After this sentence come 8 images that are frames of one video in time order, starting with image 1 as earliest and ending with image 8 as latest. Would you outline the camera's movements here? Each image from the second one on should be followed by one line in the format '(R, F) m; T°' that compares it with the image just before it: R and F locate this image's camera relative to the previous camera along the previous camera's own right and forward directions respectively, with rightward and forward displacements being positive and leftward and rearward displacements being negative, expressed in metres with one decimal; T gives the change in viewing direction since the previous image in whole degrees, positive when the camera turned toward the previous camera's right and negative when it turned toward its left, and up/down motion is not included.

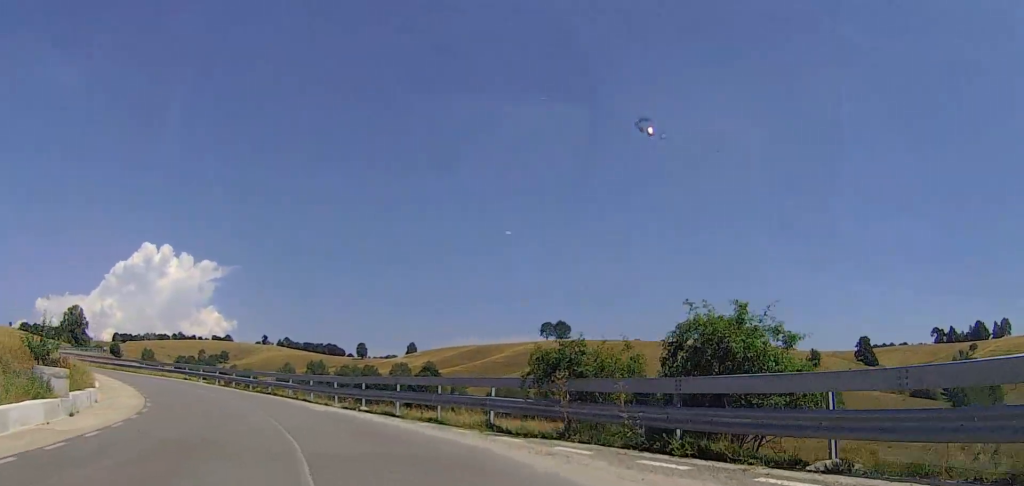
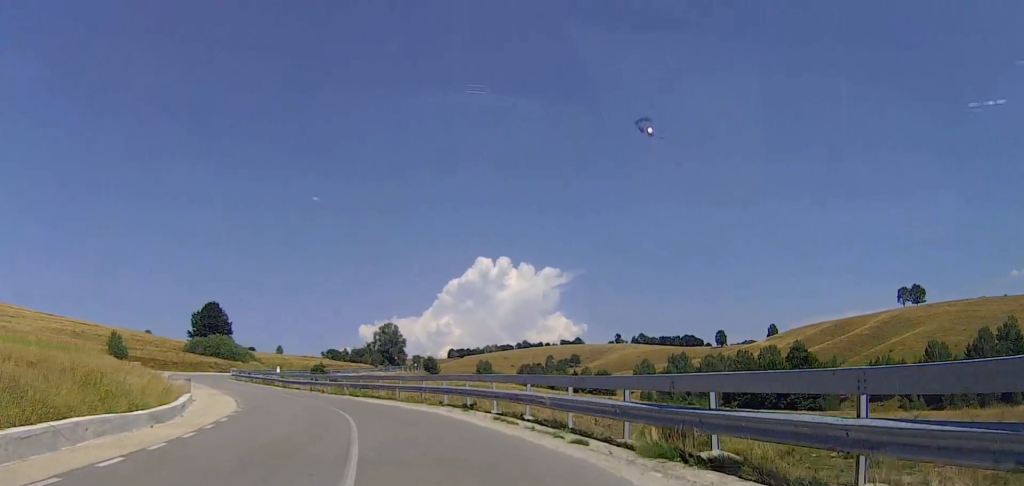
(-9.6, +23.7) m; -32°
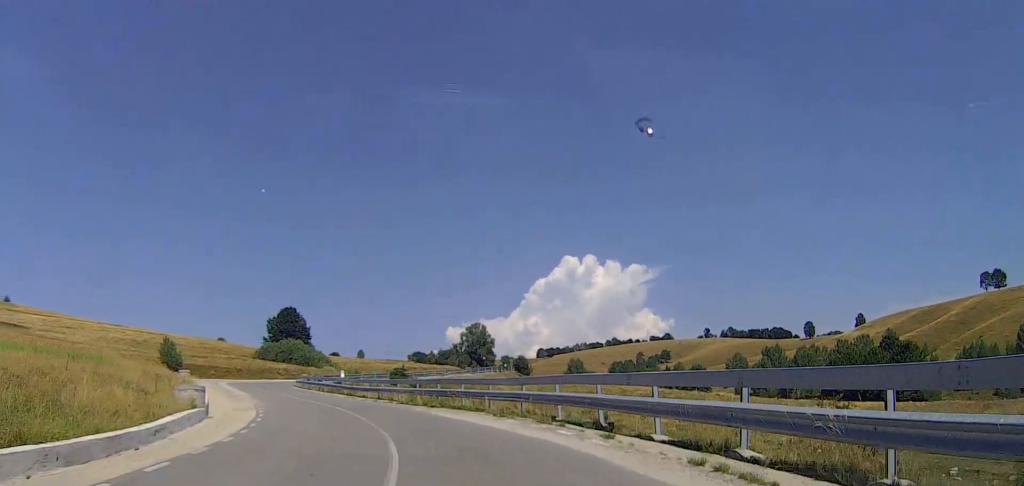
(+0.5, +8.6) m; -5°
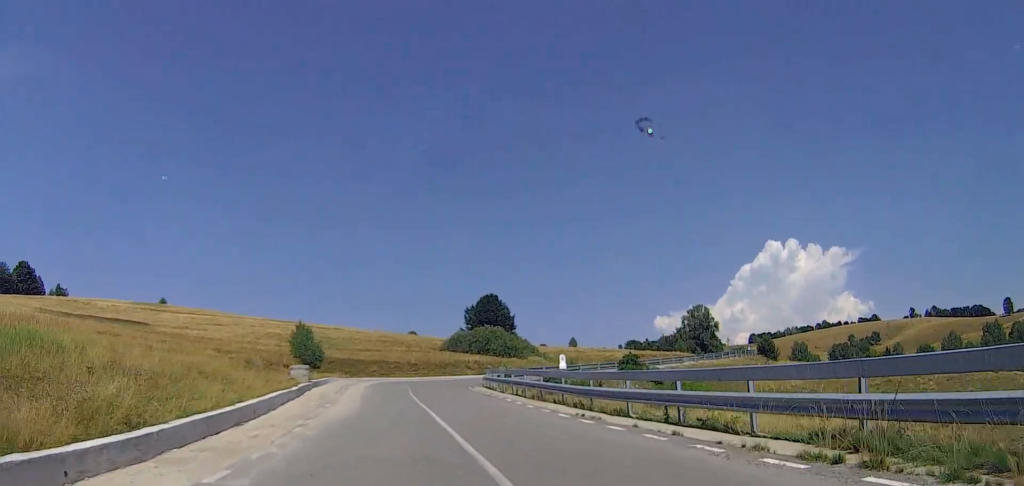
(-4.8, +23.6) m; -21°
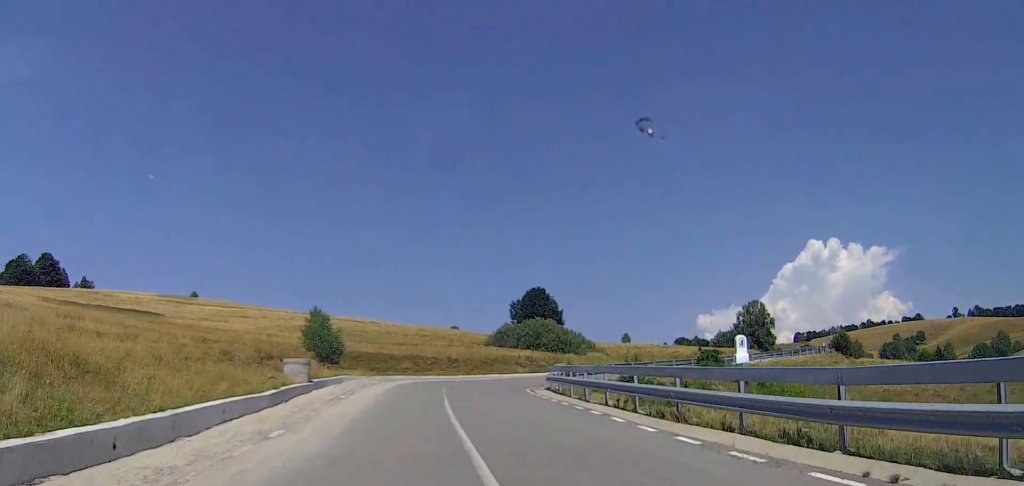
(-0.6, +12.3) m; -3°
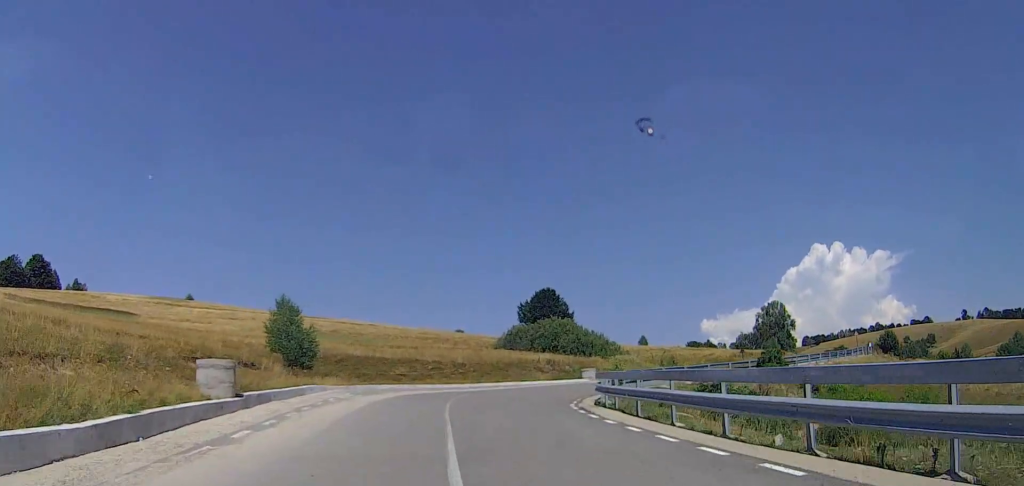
(-0.5, +12.8) m; +2°
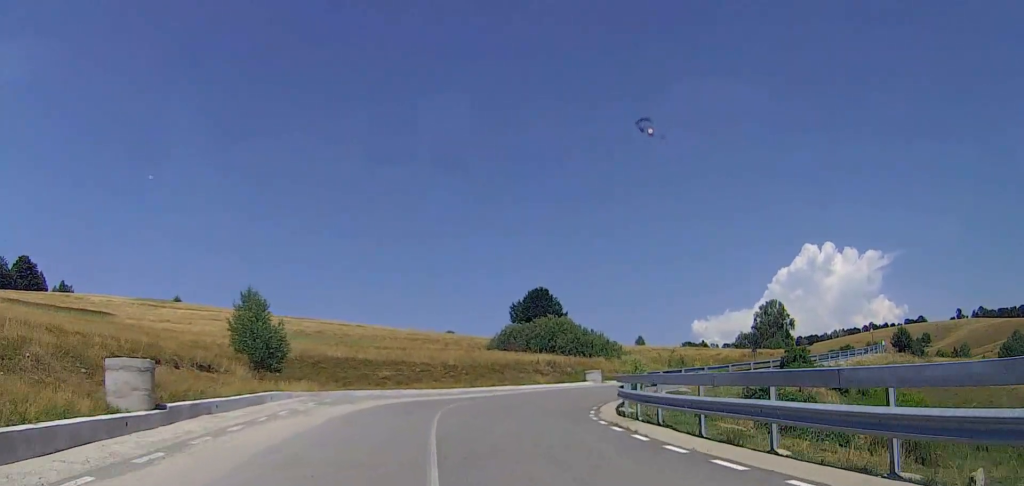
(+0.4, +5.5) m; +3°
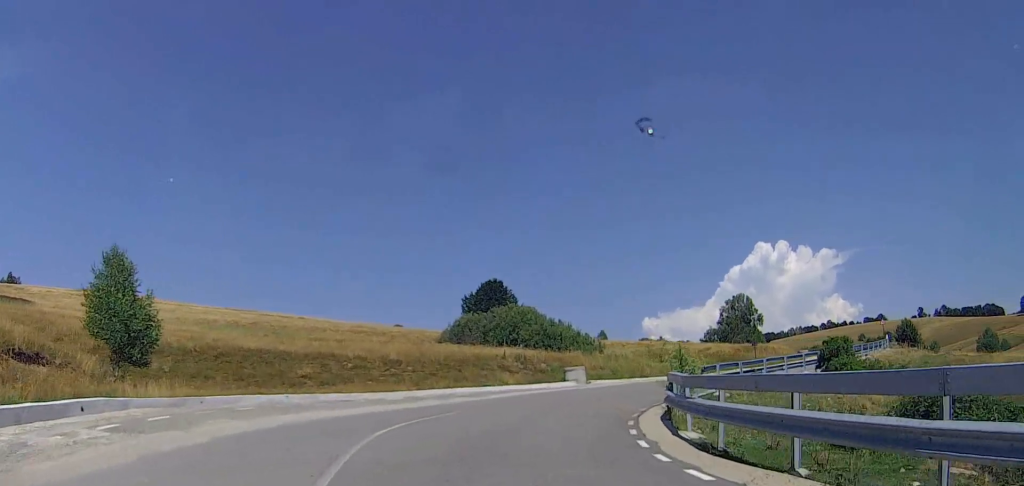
(+0.7, +11.8) m; +6°
